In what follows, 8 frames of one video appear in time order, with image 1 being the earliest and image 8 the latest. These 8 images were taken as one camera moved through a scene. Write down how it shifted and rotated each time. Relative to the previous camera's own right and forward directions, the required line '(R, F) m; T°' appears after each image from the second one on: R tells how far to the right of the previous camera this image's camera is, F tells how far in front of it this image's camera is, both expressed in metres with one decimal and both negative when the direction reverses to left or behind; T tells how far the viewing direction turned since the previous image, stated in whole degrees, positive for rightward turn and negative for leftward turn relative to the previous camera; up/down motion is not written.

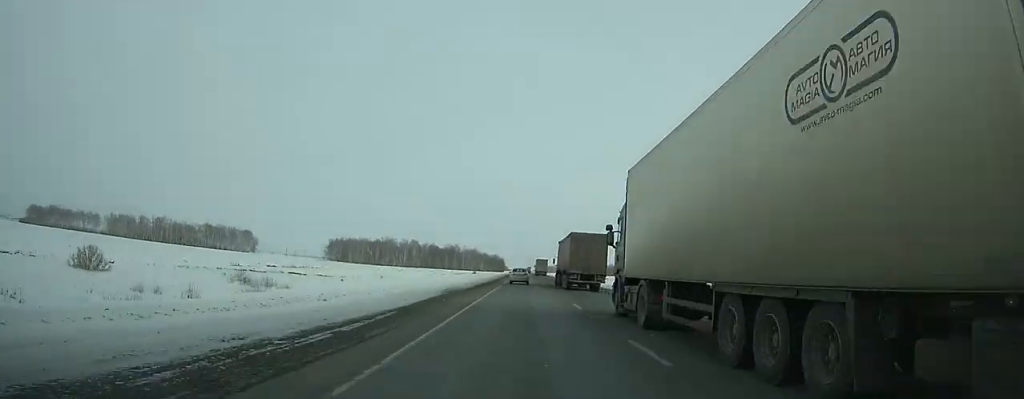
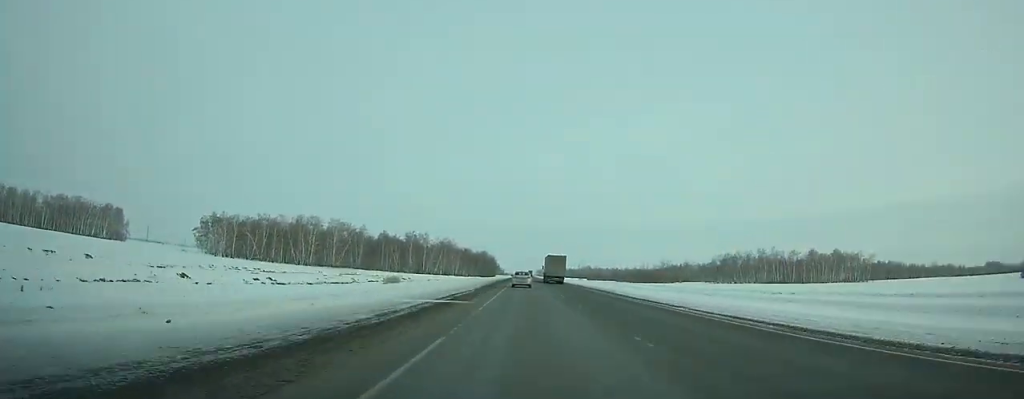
(+0.2, +169.7) m; 0°
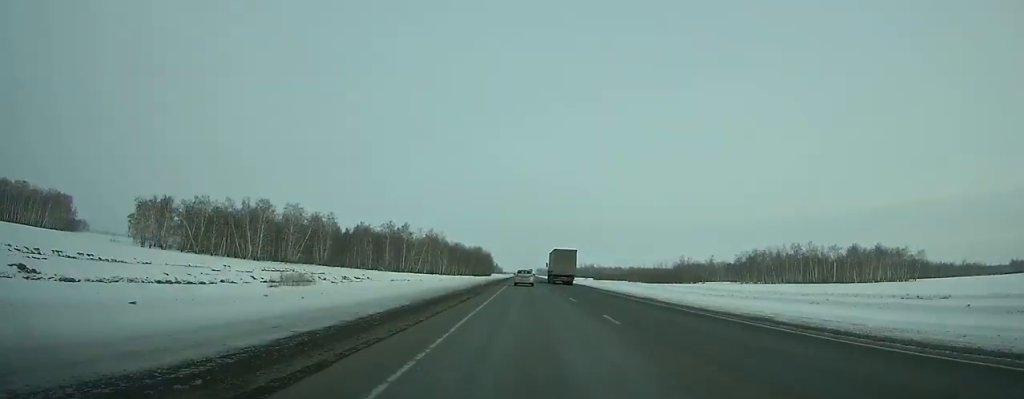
(0.0, +42.5) m; 0°
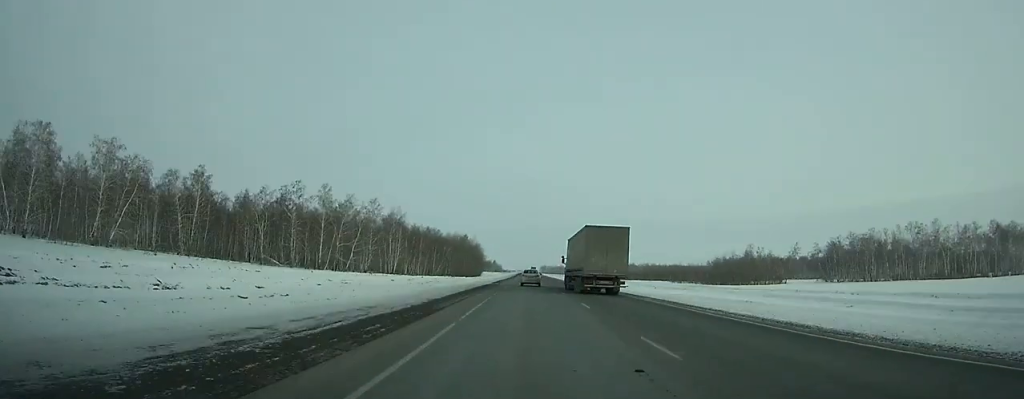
(0.0, +92.2) m; 0°
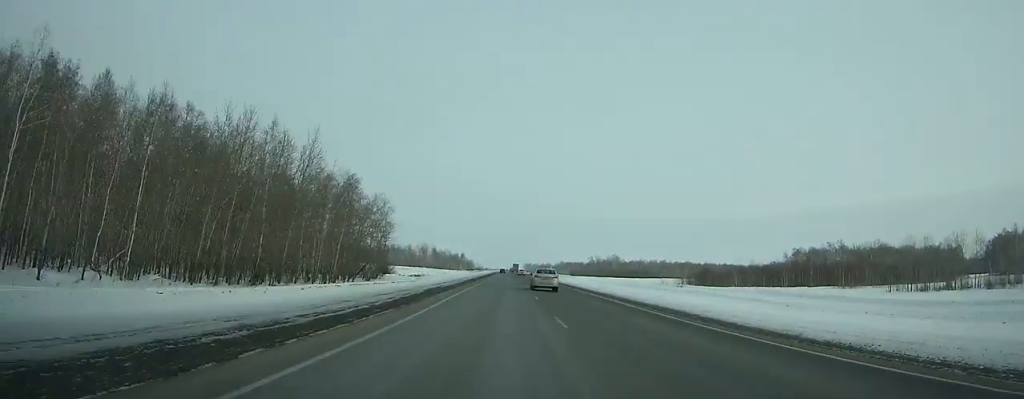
(+0.5, +148.0) m; 0°
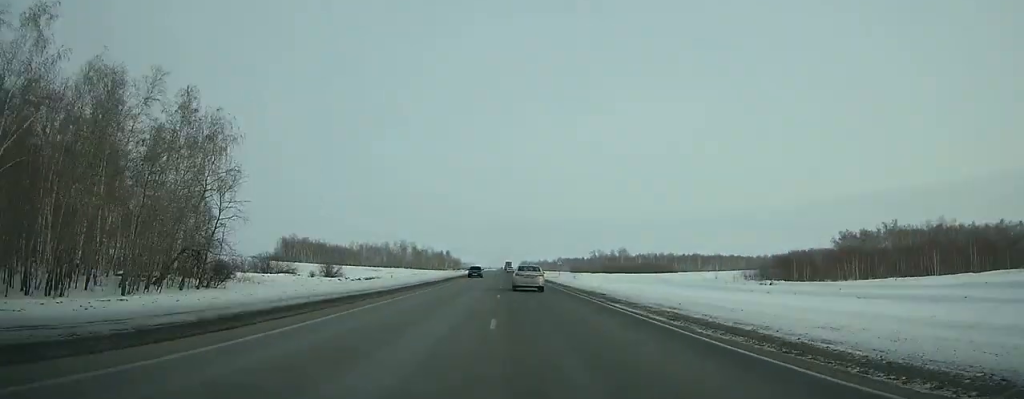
(+0.2, +48.1) m; 0°
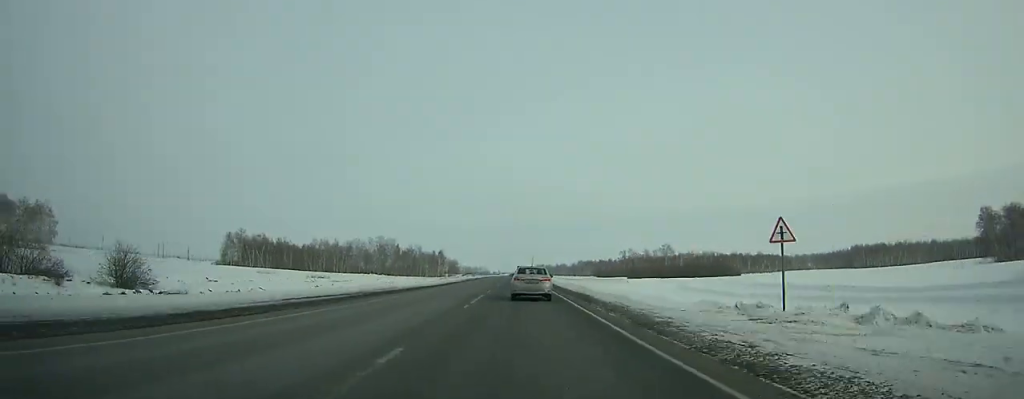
(-0.3, +75.3) m; -1°
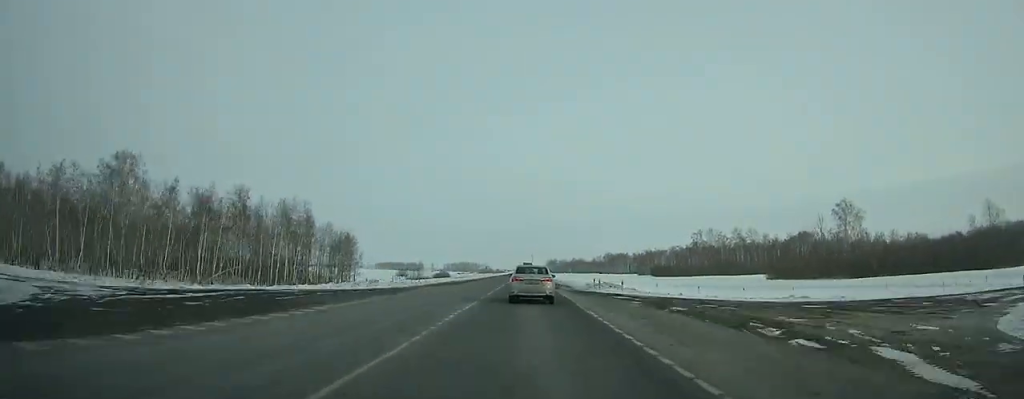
(-1.0, +160.3) m; 0°
